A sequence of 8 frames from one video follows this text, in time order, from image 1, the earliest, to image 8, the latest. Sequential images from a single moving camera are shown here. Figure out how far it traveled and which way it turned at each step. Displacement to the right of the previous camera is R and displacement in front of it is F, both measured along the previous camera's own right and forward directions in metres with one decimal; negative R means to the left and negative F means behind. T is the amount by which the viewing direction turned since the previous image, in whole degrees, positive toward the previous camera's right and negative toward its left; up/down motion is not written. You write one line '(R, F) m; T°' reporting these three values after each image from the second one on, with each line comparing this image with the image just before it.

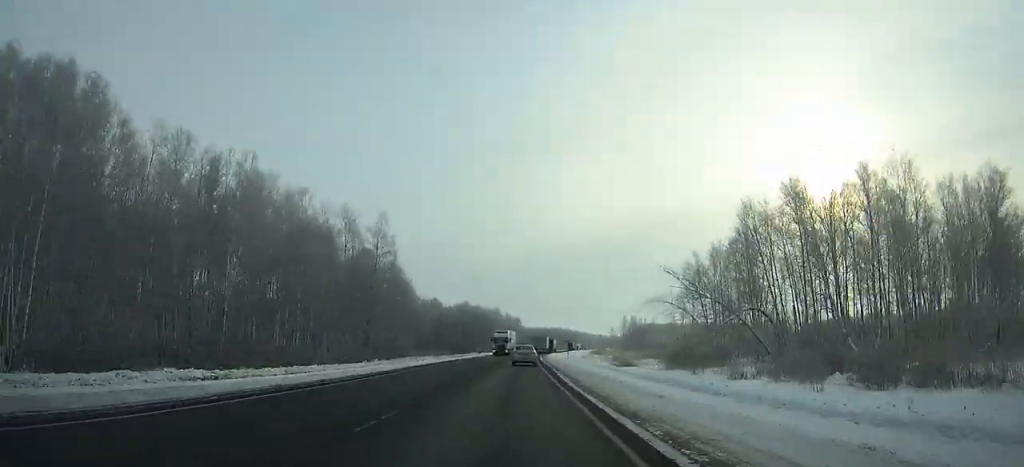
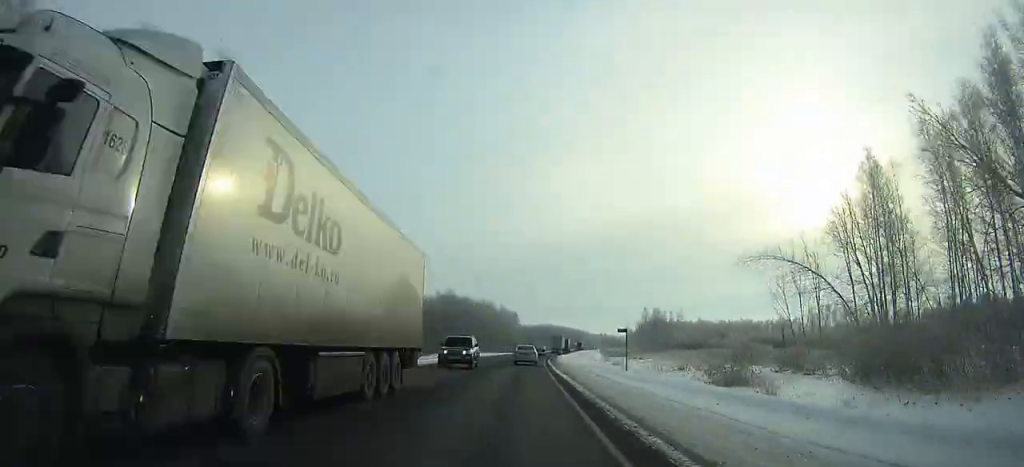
(+0.2, +42.5) m; +2°
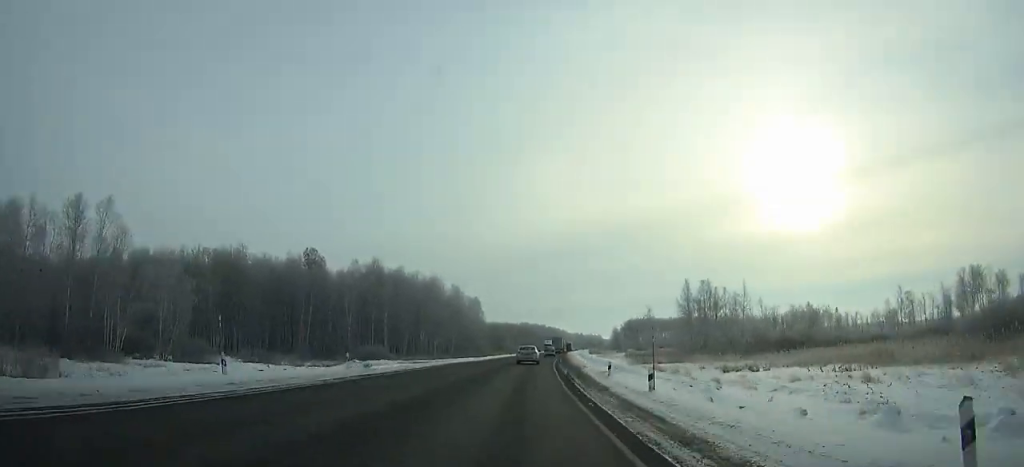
(+1.7, +68.6) m; +3°
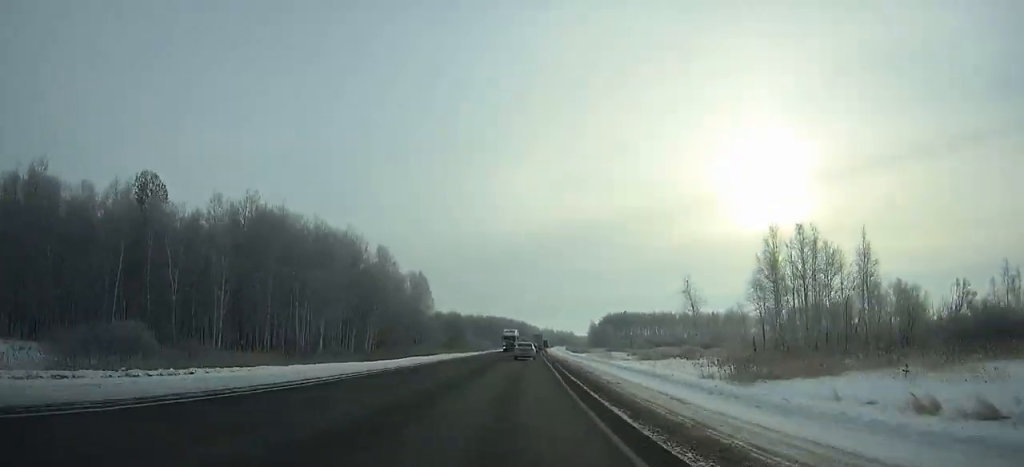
(+1.2, +48.2) m; +1°
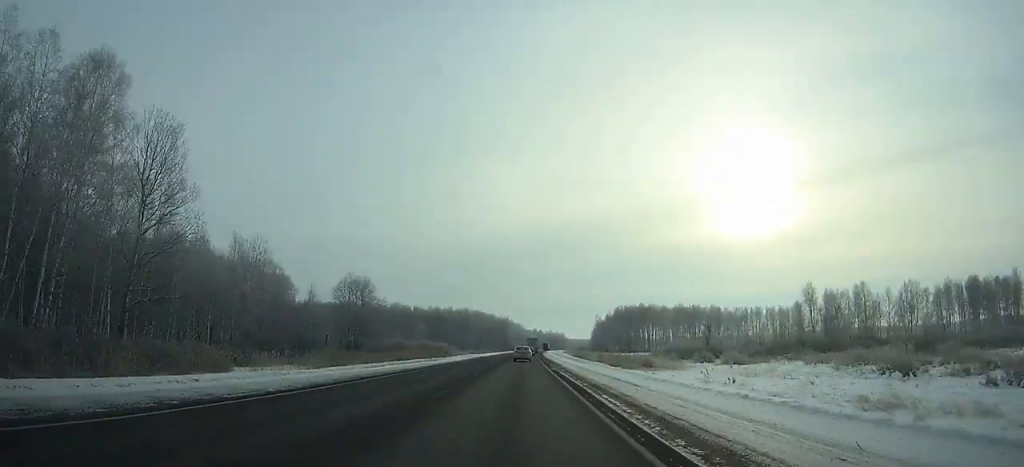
(+1.3, +98.9) m; +1°
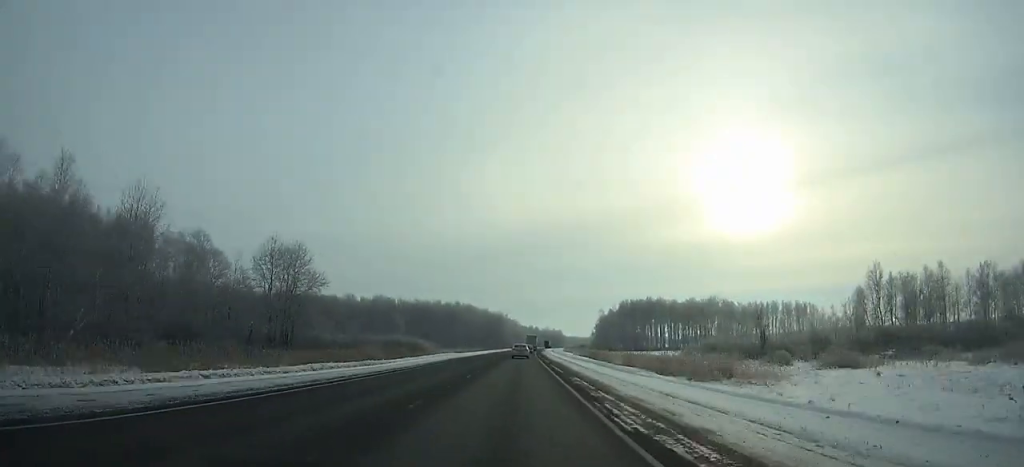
(+0.2, +27.9) m; 0°
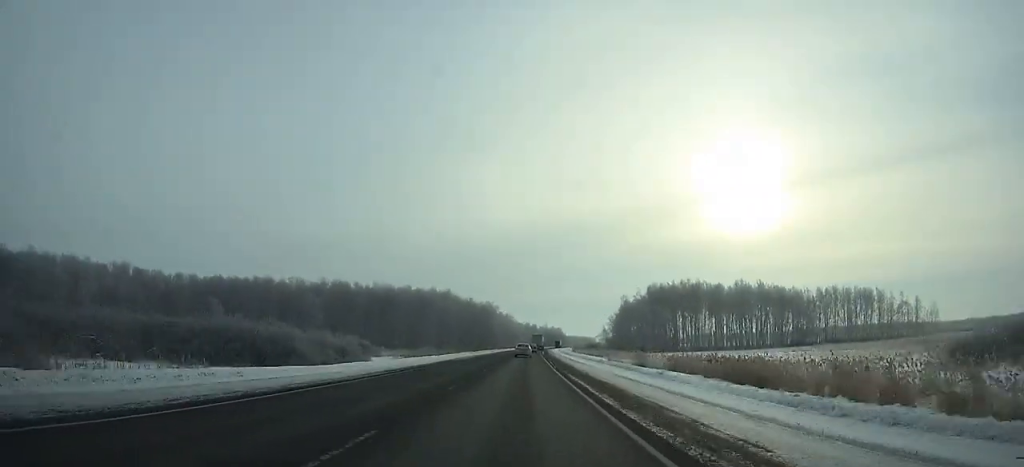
(+0.5, +65.7) m; +1°
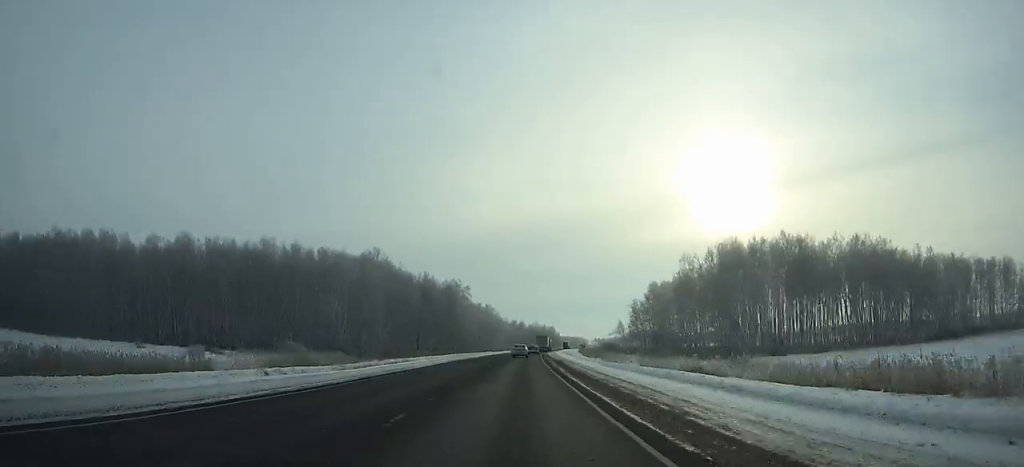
(+0.9, +81.4) m; +2°
